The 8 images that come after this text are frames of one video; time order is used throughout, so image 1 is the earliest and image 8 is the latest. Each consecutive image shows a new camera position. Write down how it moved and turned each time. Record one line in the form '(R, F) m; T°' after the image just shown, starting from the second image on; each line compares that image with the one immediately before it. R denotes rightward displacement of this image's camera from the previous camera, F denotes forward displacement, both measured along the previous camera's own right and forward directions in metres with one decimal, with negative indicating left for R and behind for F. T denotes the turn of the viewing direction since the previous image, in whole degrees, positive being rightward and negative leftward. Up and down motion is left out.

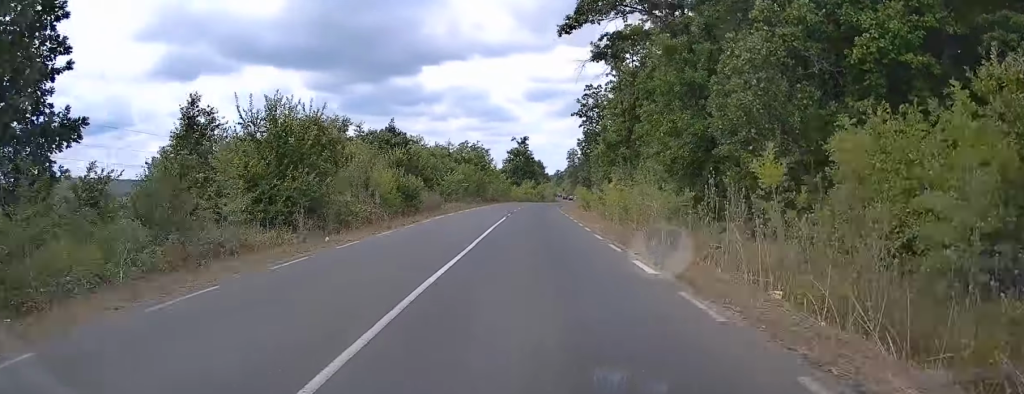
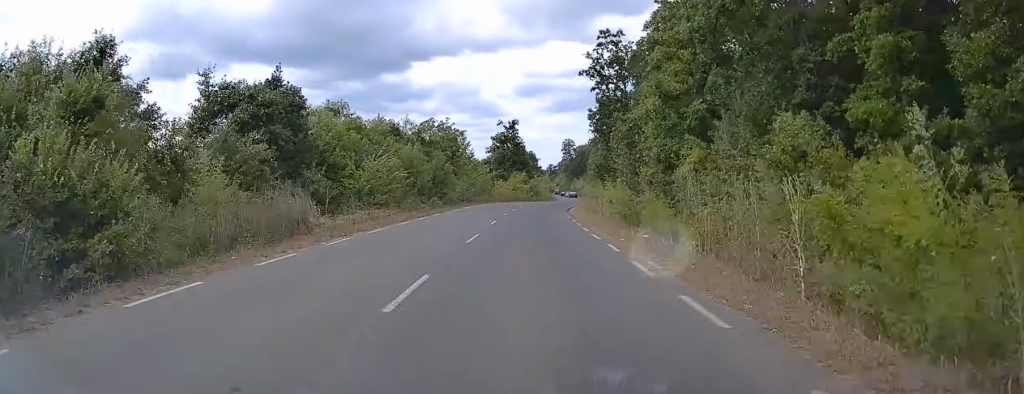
(+0.1, +28.7) m; 0°
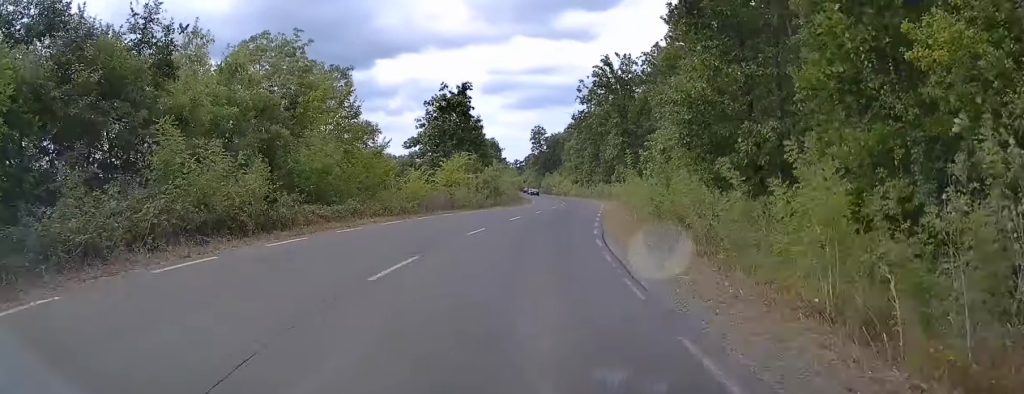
(+0.6, +42.9) m; +3°
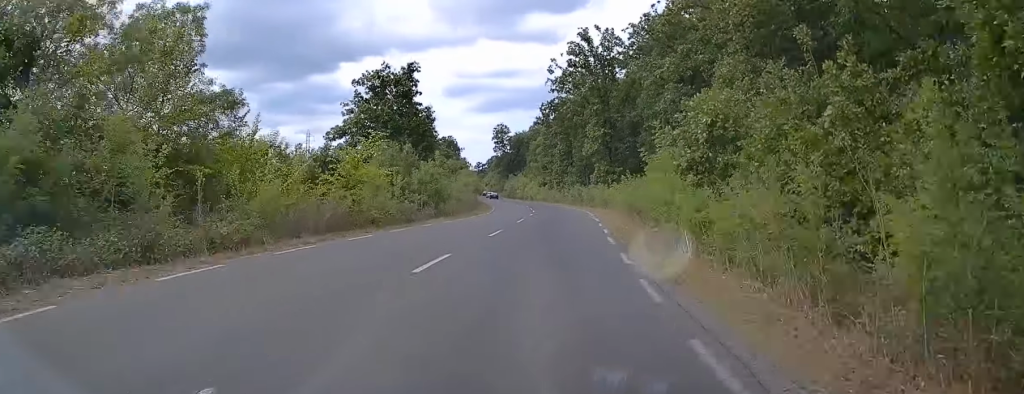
(0.0, +16.1) m; +2°
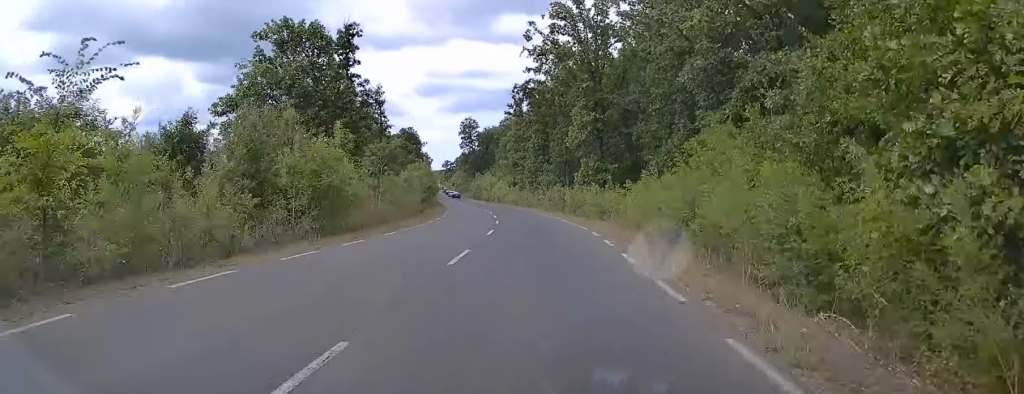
(+0.5, +16.0) m; +2°
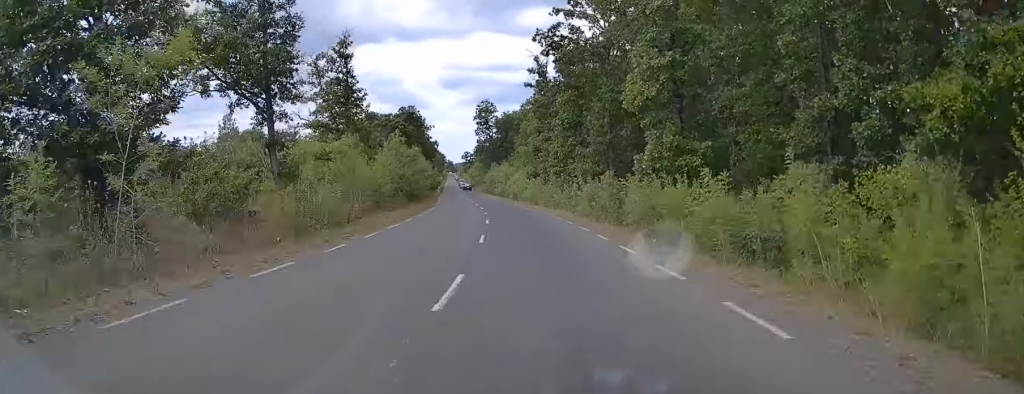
(+0.1, +22.0) m; 0°
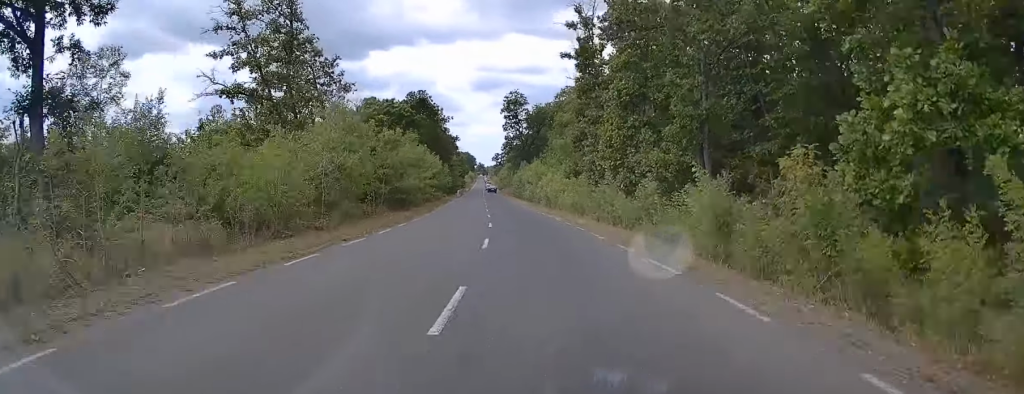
(-0.2, +19.1) m; -1°
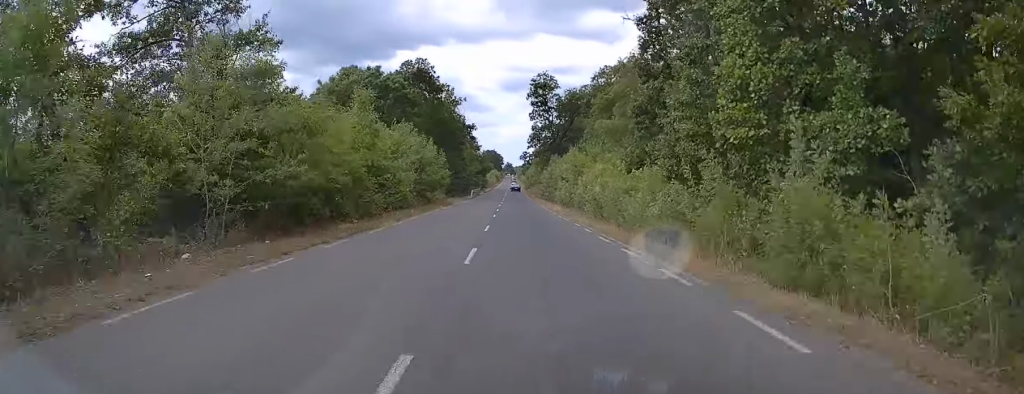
(-0.2, +21.4) m; -2°
